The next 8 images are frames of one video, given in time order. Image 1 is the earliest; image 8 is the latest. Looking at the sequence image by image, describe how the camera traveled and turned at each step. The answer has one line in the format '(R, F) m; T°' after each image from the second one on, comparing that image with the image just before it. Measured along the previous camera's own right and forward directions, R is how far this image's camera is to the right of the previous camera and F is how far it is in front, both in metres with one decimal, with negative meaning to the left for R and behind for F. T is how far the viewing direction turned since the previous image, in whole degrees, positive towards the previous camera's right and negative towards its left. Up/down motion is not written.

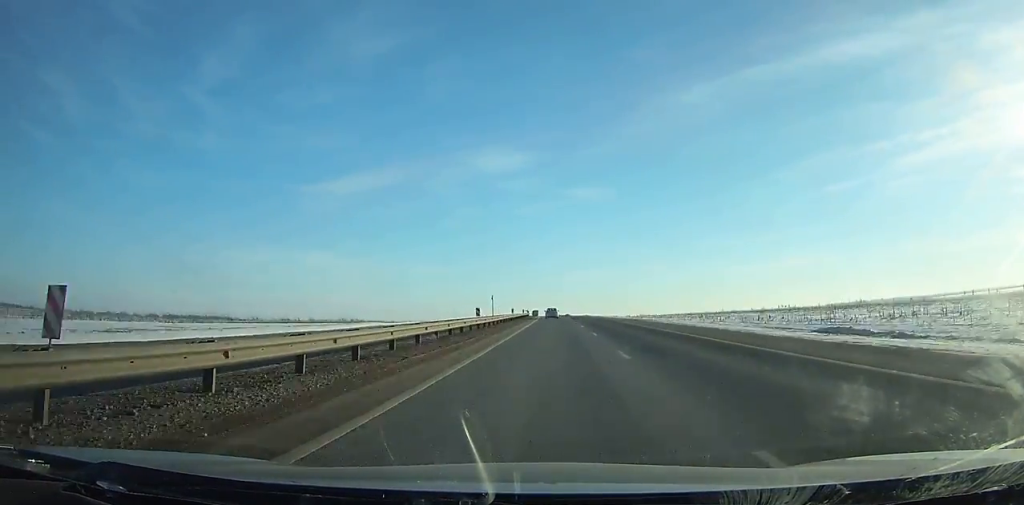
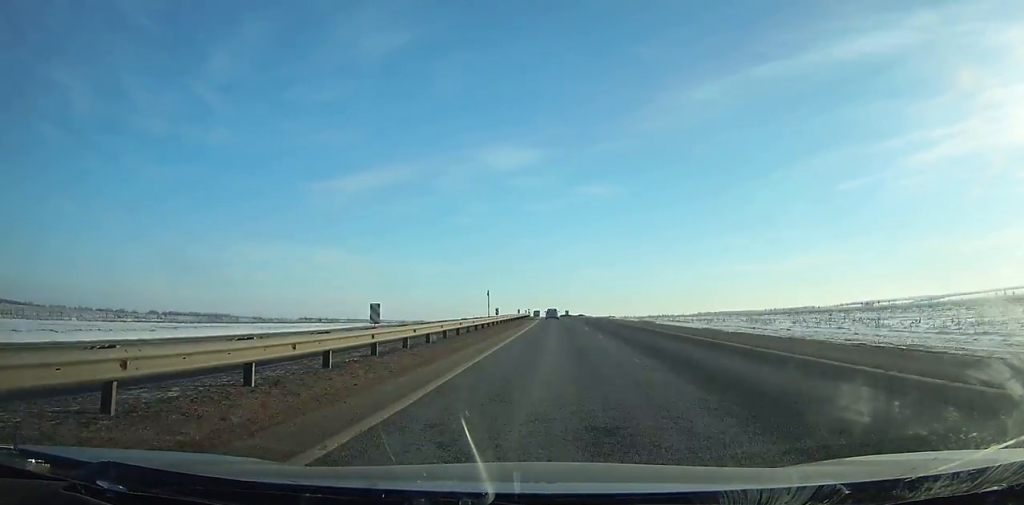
(-0.6, +50.2) m; -1°
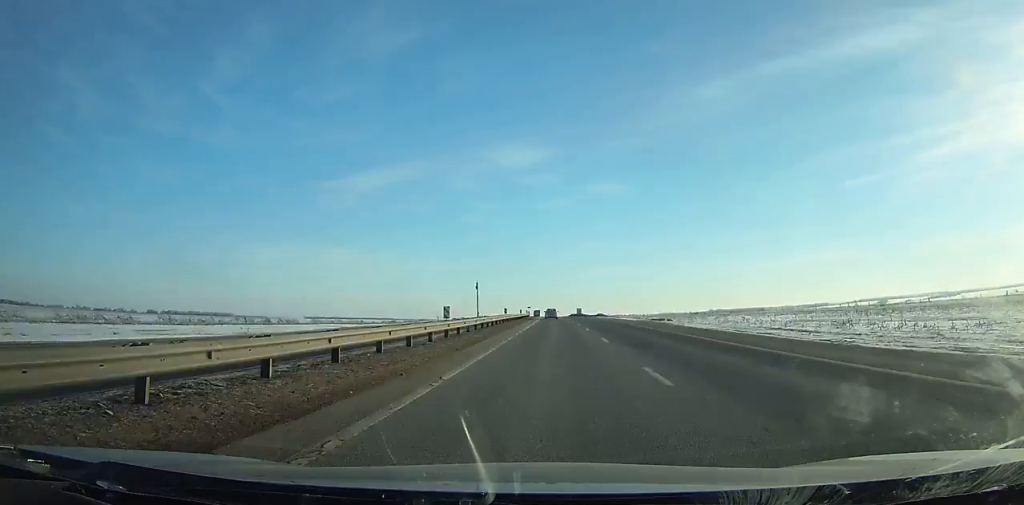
(-0.2, +50.1) m; -1°
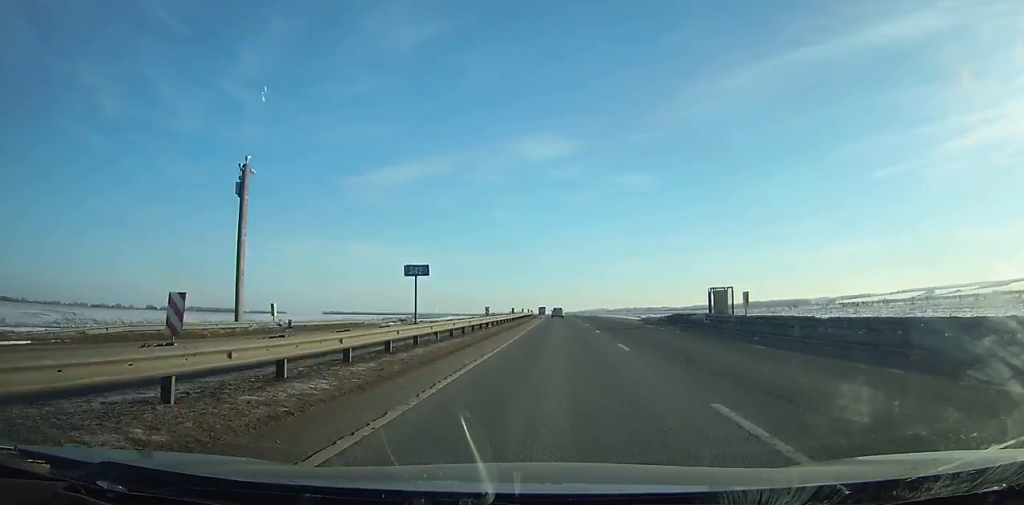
(-3.2, +135.7) m; -2°
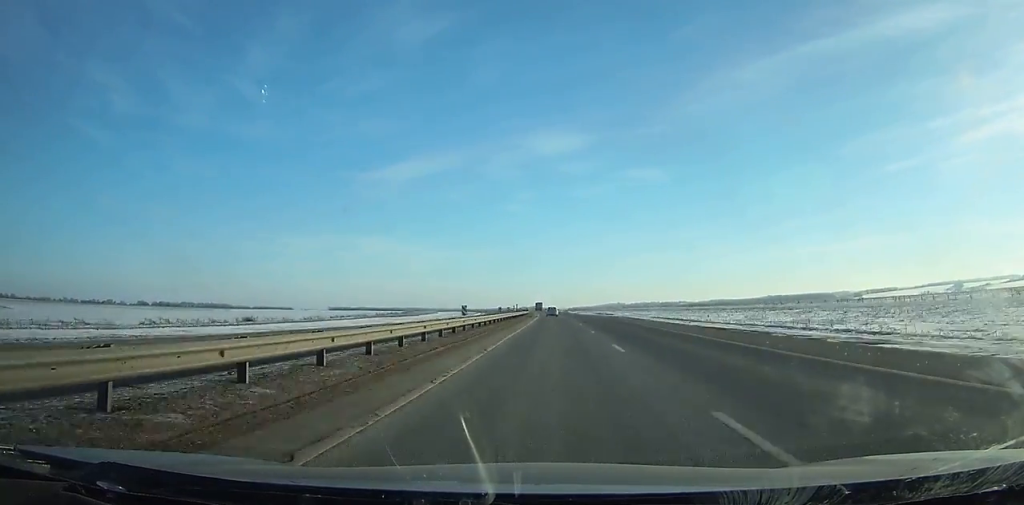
(-1.3, +97.5) m; -2°
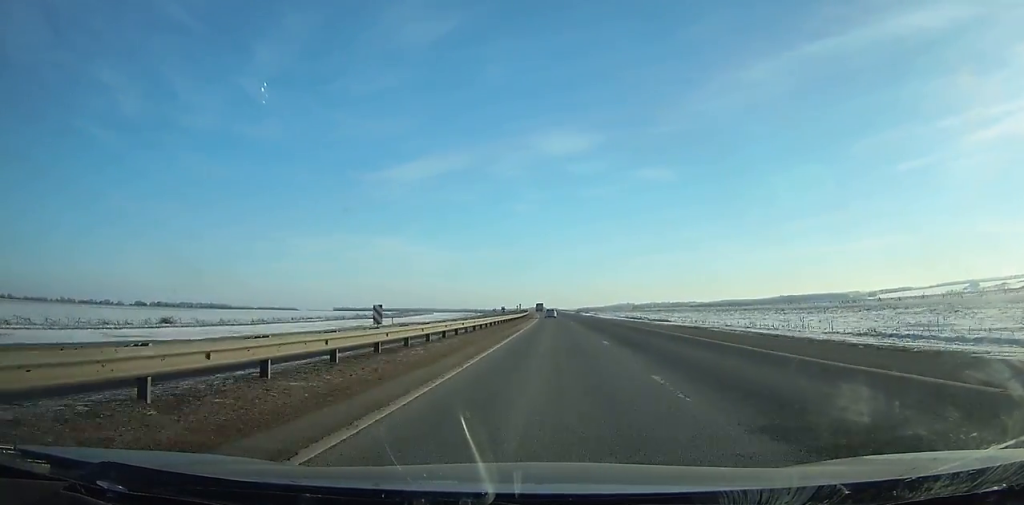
(-0.2, +44.4) m; -1°
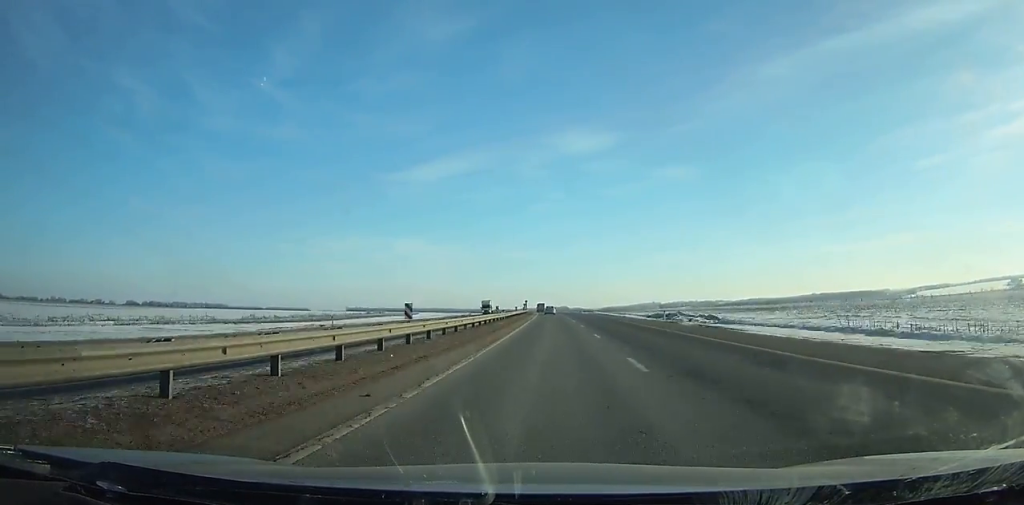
(-2.3, +116.6) m; -2°
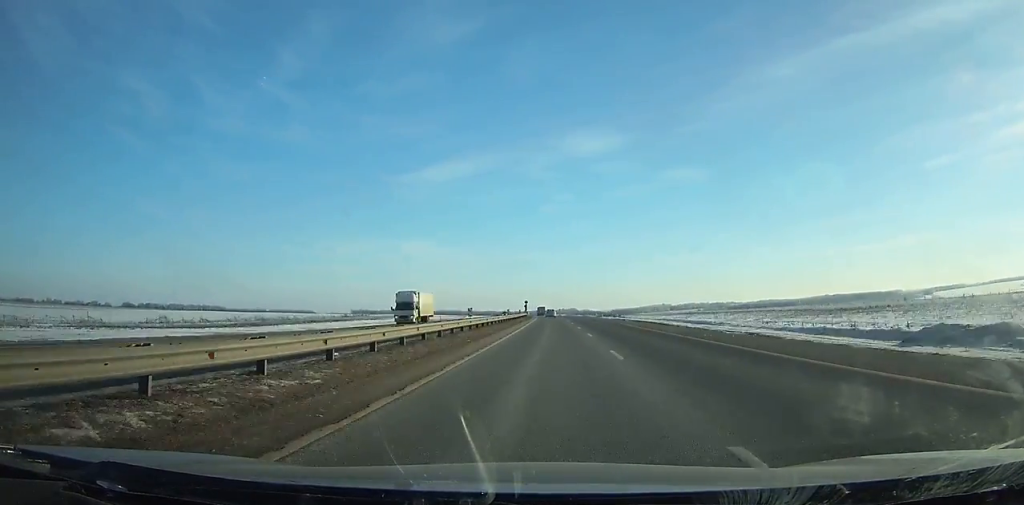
(0.0, +45.1) m; -1°
